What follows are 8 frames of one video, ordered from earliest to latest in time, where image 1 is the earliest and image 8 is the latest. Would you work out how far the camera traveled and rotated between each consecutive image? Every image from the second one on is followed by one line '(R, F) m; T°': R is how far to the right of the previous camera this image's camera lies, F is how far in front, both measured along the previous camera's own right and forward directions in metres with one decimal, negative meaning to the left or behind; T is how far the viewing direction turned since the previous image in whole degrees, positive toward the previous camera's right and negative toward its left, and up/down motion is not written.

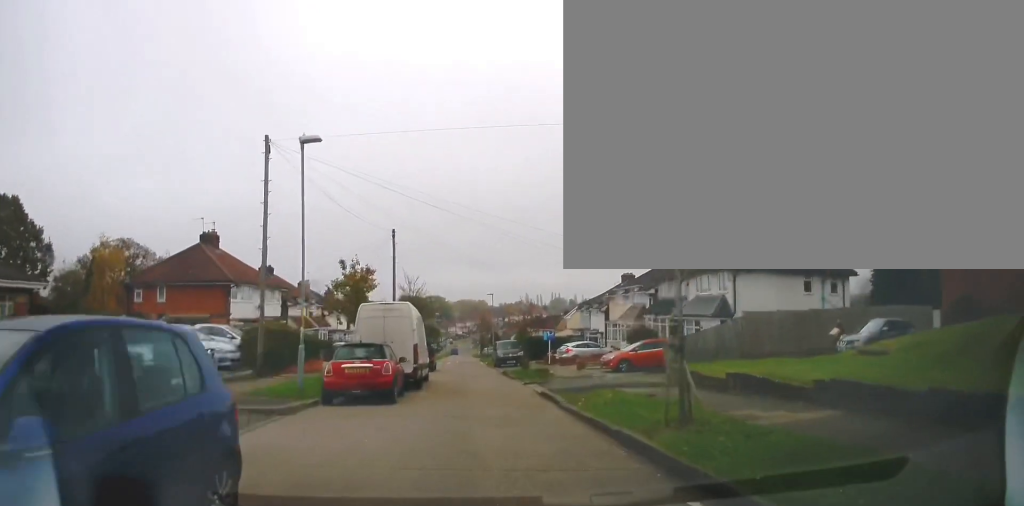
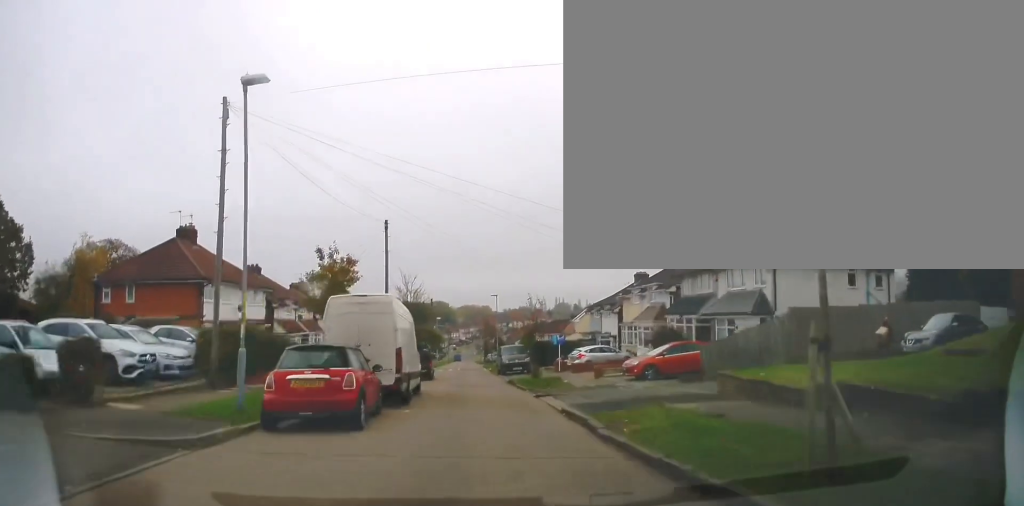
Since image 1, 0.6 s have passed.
(0.0, +3.8) m; 0°
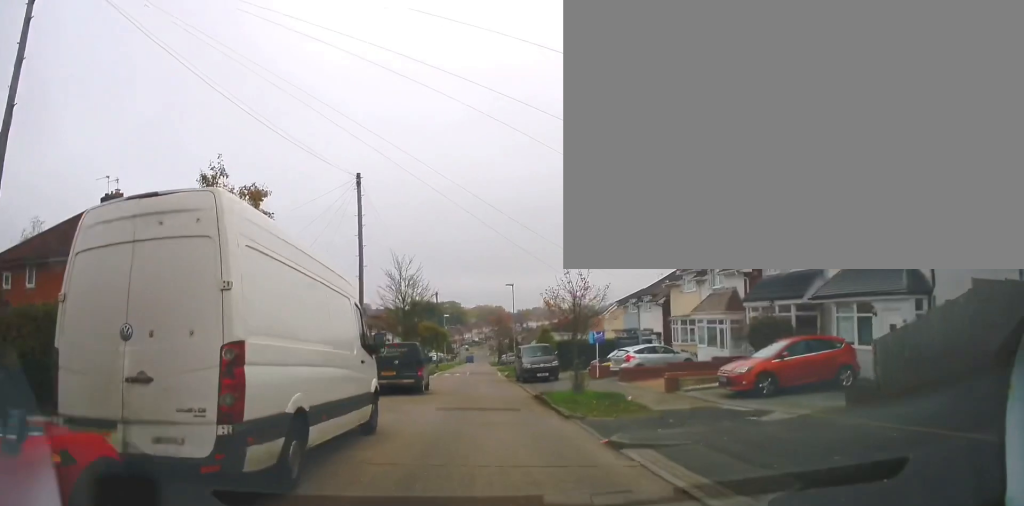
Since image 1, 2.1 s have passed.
(-0.1, +9.1) m; -1°
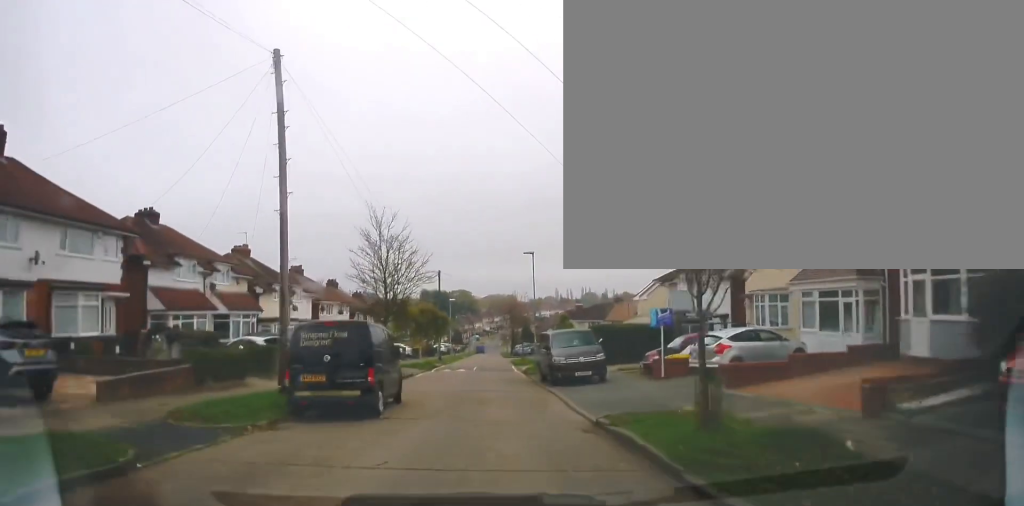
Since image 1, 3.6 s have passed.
(0.0, +9.6) m; -2°
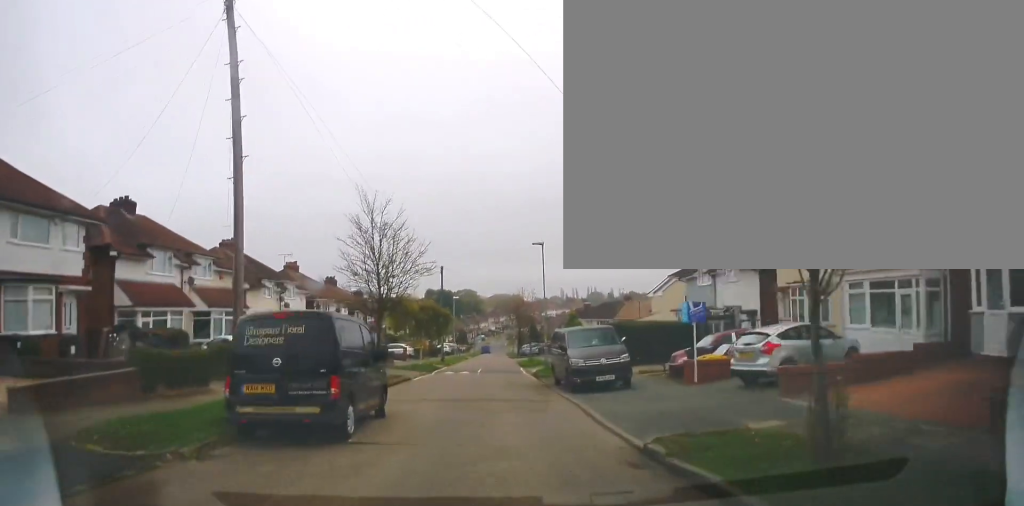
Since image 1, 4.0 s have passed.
(-0.2, +2.8) m; 0°
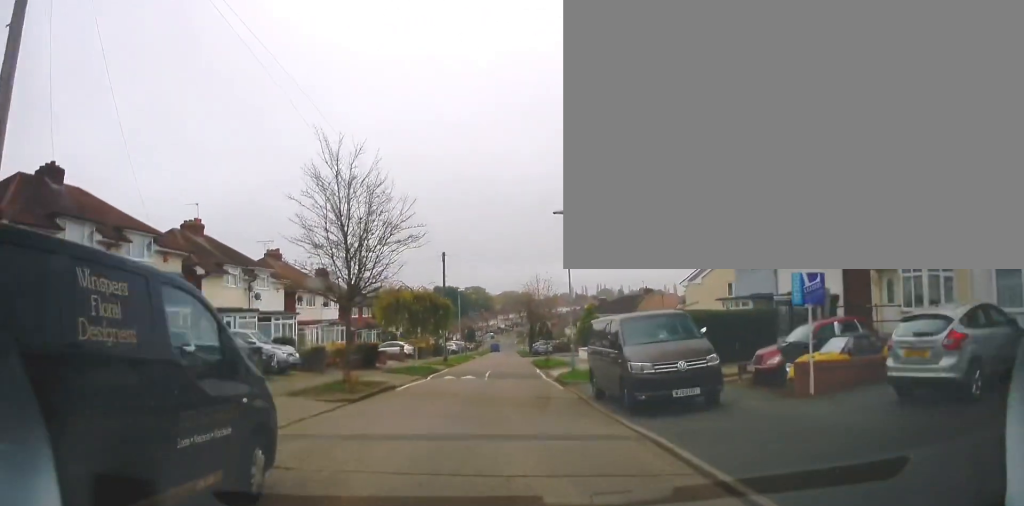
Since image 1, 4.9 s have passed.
(+0.1, +6.5) m; -1°
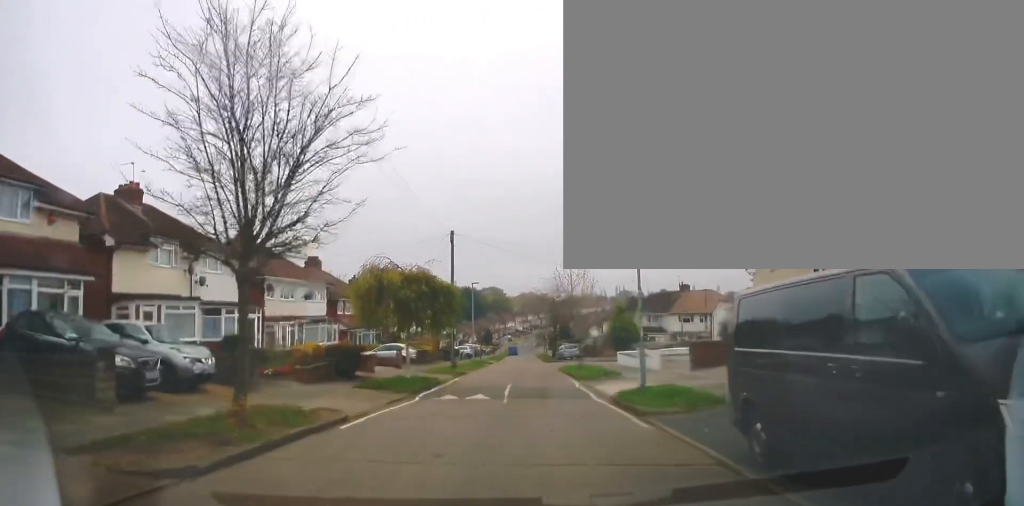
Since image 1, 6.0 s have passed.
(-0.2, +8.5) m; 0°
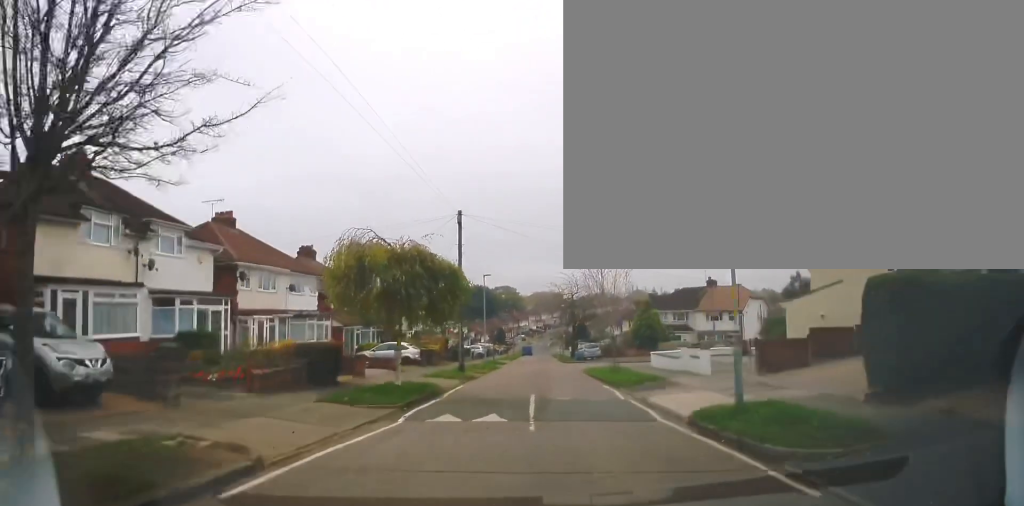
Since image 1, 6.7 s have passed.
(+0.1, +5.1) m; 0°
